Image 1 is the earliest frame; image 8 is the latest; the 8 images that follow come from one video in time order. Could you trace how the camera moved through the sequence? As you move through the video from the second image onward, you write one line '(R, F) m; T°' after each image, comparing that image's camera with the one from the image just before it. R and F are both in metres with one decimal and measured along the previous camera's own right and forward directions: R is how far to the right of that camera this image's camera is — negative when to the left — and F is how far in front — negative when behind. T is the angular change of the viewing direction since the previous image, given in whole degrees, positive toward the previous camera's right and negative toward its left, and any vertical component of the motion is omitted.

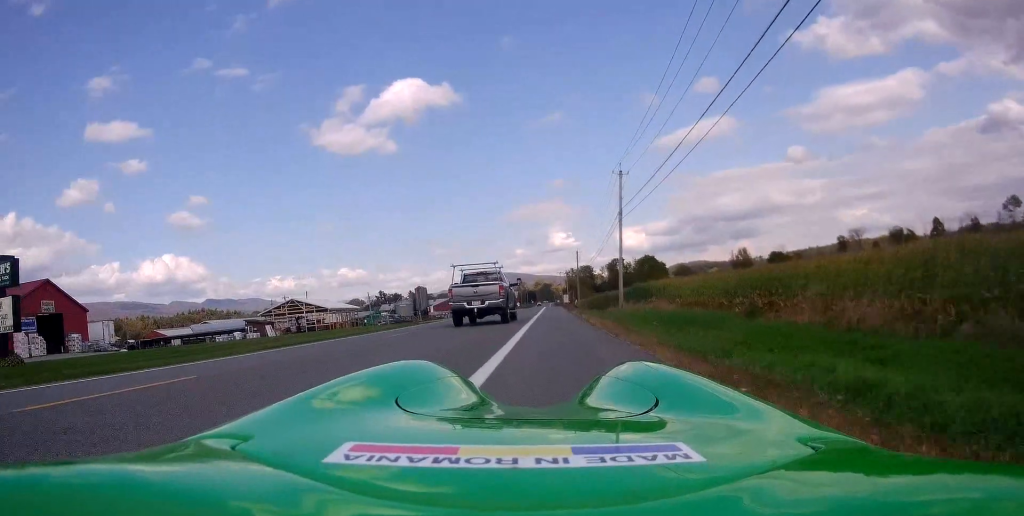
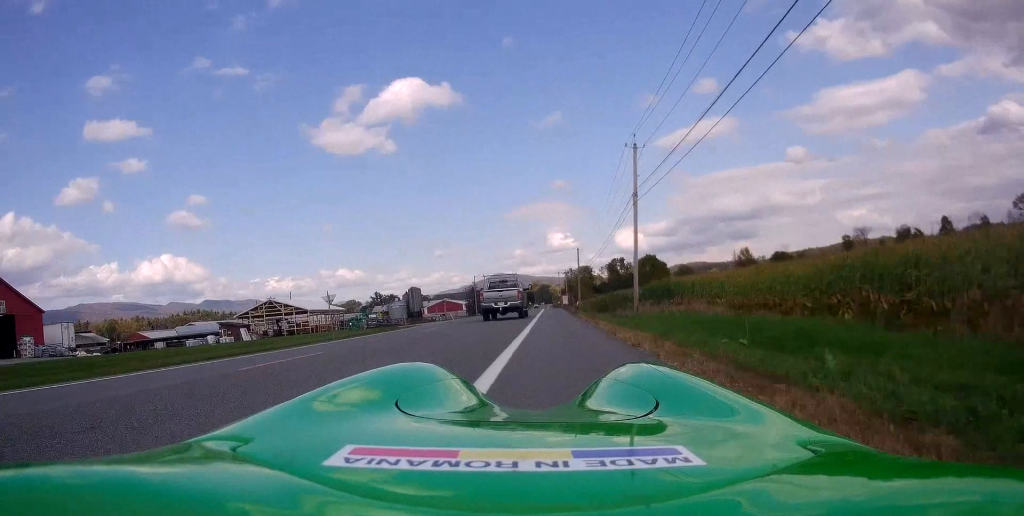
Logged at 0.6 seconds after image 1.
(0.0, +7.4) m; 0°
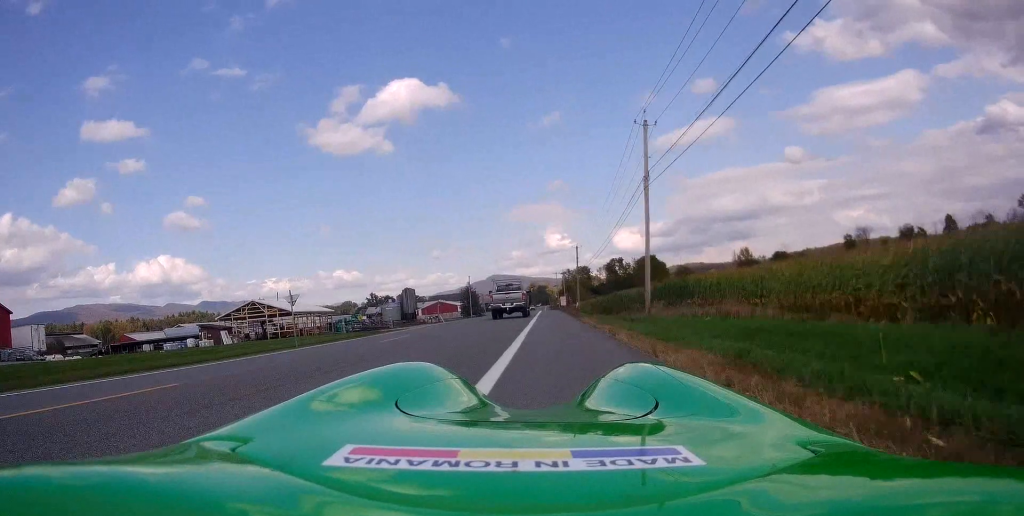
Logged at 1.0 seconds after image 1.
(0.0, +5.0) m; 0°
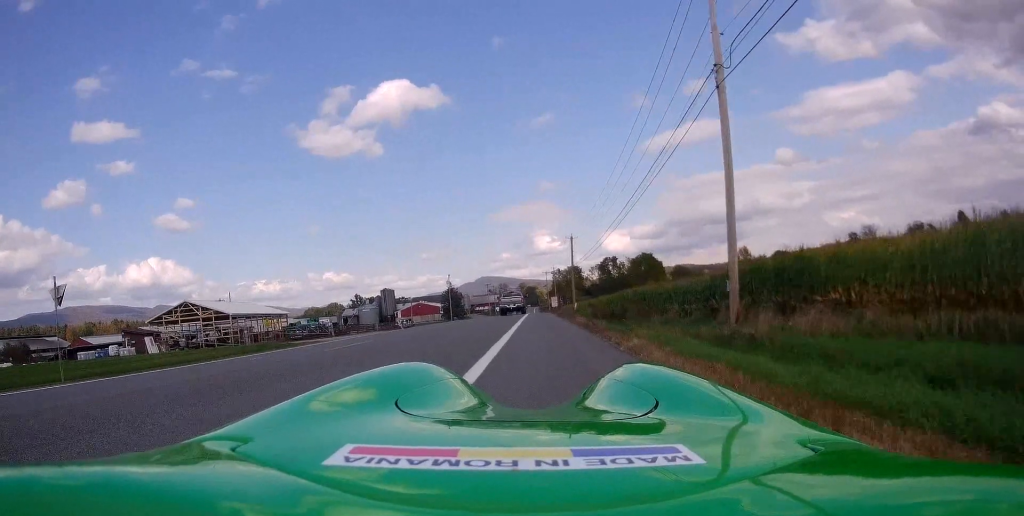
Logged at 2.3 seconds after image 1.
(0.0, +15.0) m; +1°
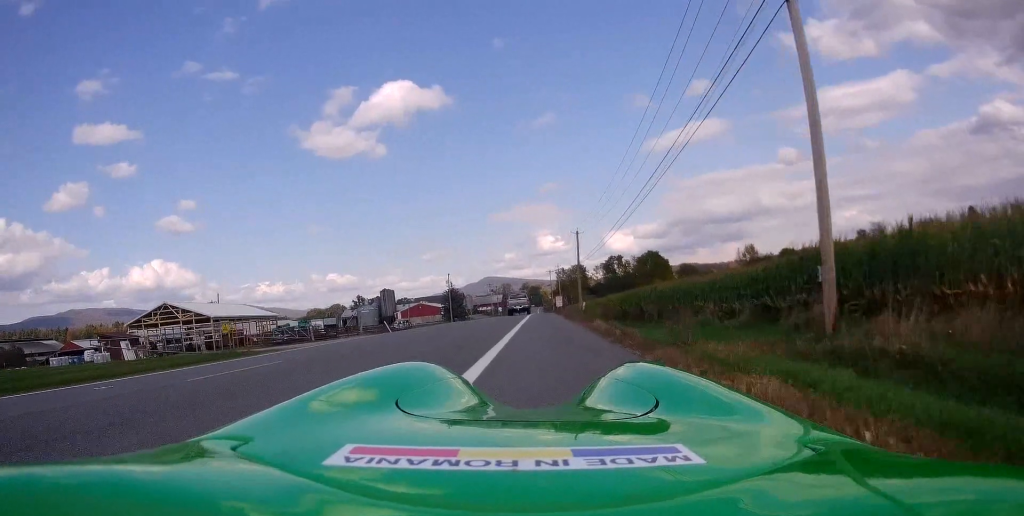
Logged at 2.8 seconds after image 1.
(+0.1, +5.5) m; 0°
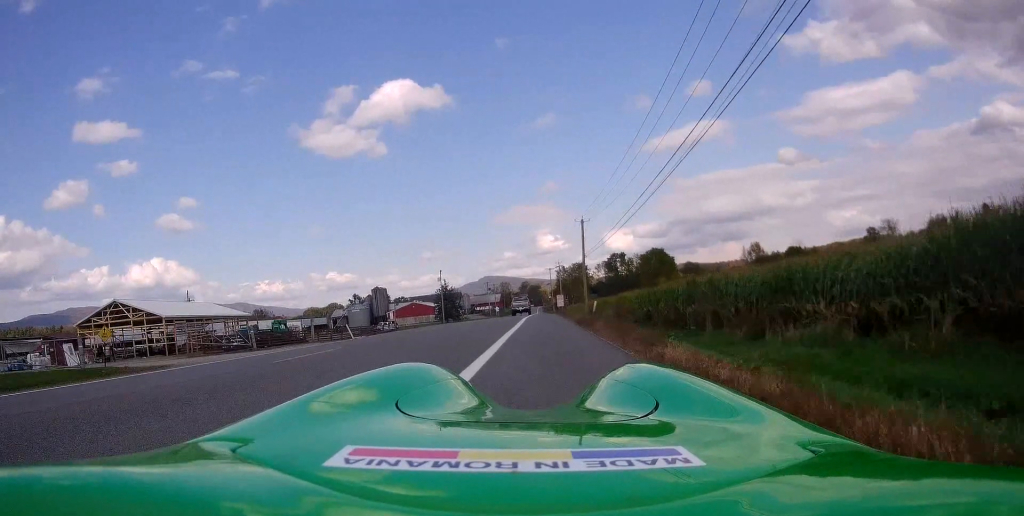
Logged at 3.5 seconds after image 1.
(+0.2, +9.0) m; 0°
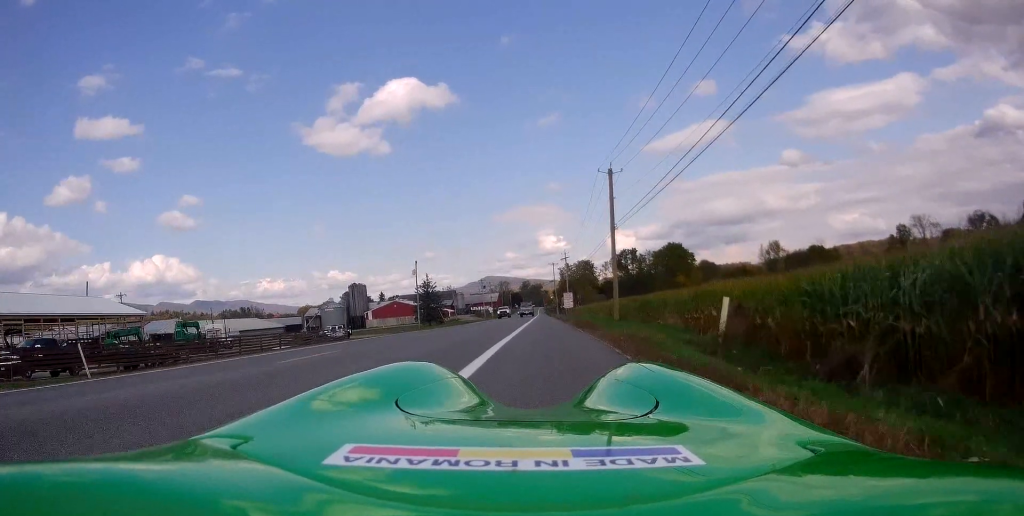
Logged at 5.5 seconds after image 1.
(-0.7, +23.5) m; -2°
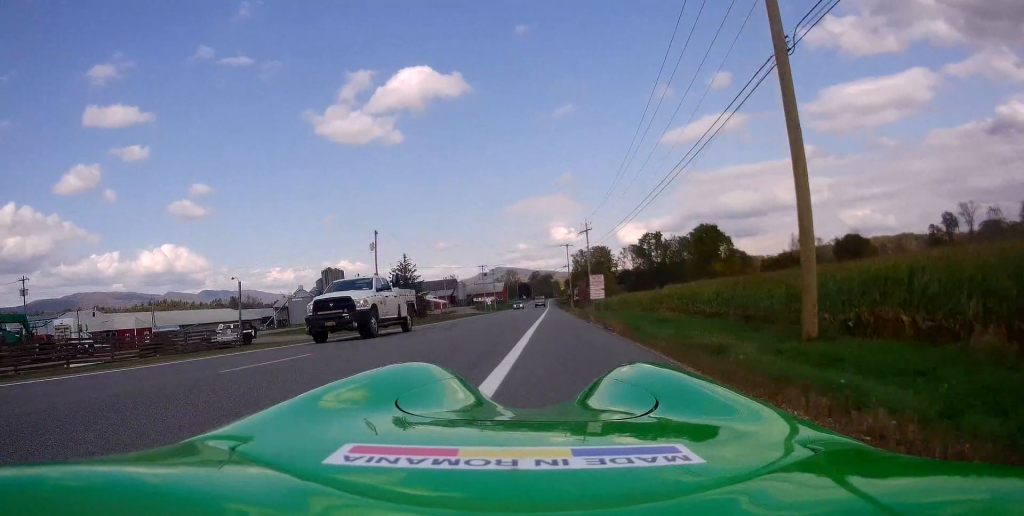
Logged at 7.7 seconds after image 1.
(+1.0, +27.0) m; +2°
